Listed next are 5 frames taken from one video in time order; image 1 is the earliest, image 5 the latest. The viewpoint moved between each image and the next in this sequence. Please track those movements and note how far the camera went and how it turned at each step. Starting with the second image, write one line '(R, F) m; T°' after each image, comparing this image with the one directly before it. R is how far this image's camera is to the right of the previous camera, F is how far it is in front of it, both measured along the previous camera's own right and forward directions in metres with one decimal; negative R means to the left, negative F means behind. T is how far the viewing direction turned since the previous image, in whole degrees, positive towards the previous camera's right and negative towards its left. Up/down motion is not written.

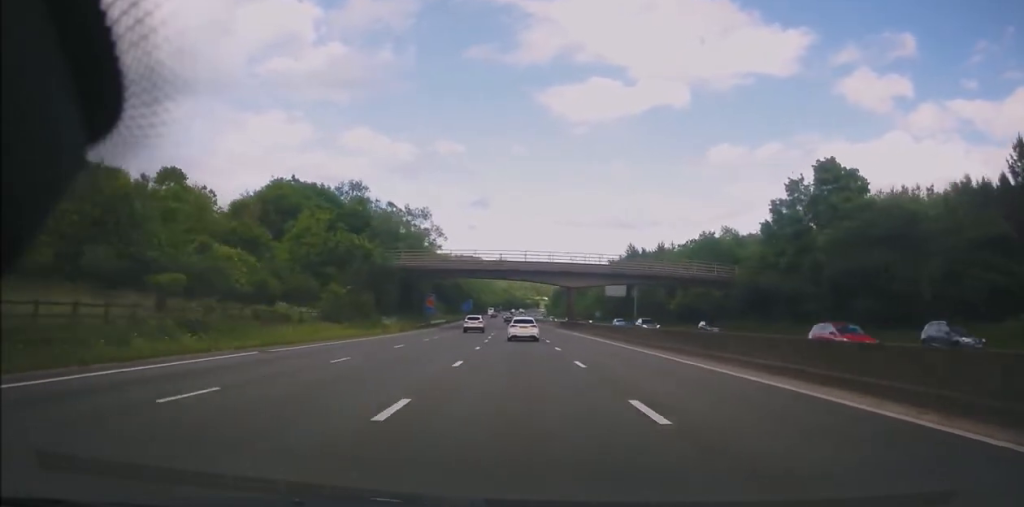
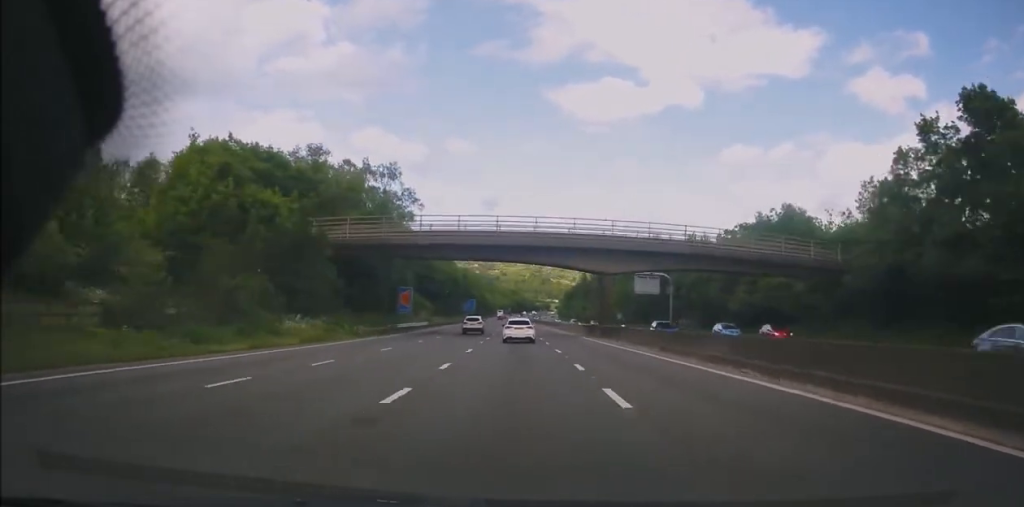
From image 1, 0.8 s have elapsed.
(-0.2, +25.2) m; -1°
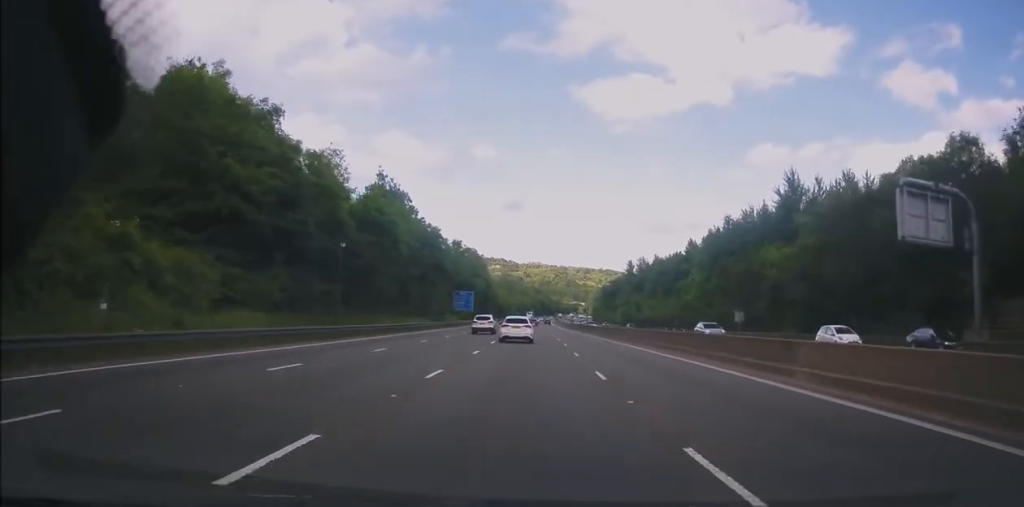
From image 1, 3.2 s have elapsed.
(-1.3, +74.1) m; -2°
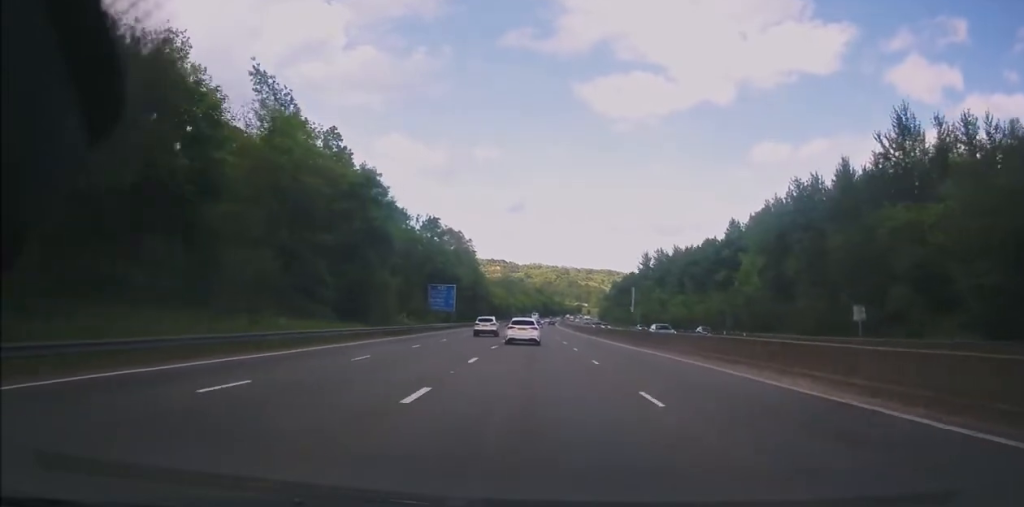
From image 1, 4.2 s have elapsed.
(-0.3, +30.6) m; 0°
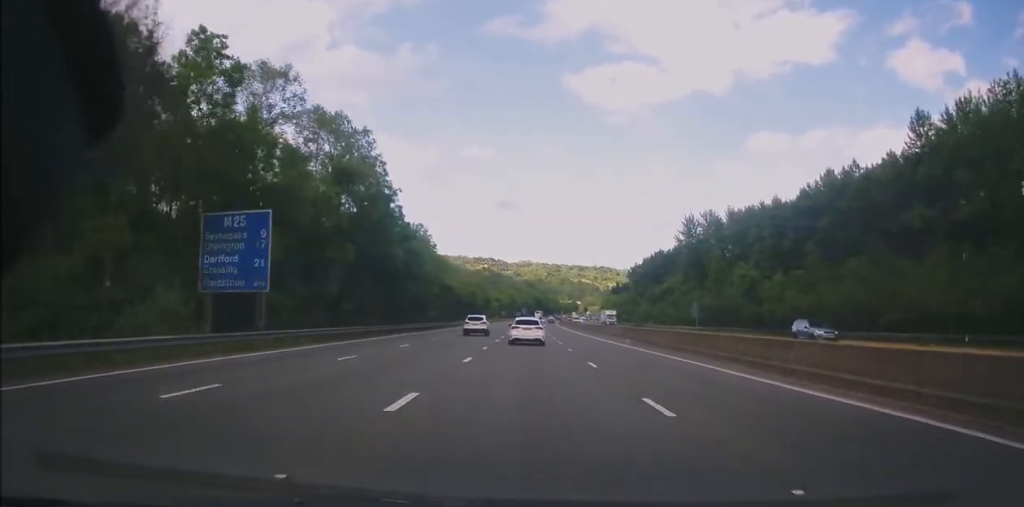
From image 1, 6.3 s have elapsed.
(+0.5, +64.3) m; +1°
